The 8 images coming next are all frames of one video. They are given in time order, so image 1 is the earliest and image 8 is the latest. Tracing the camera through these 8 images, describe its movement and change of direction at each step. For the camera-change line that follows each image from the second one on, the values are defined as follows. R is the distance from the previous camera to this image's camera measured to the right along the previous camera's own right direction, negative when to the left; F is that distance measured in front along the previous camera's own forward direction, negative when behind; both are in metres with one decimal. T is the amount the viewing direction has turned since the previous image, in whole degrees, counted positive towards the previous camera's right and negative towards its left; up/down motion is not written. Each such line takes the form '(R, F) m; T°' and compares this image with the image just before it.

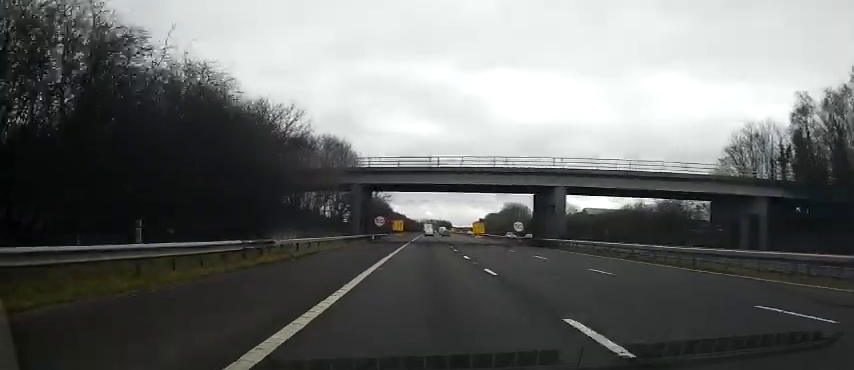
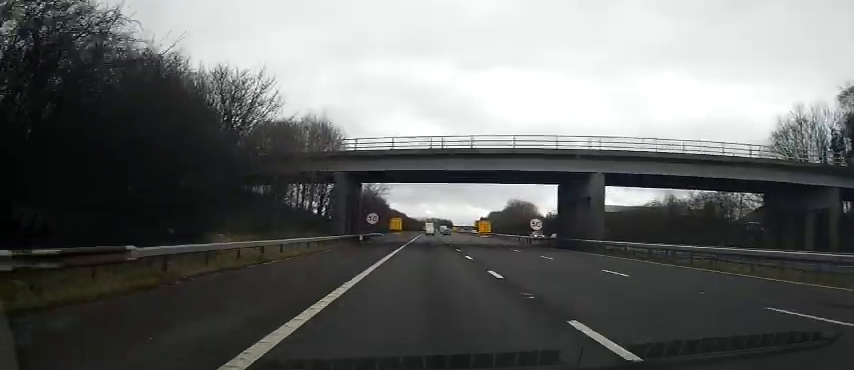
(+0.2, +9.8) m; 0°
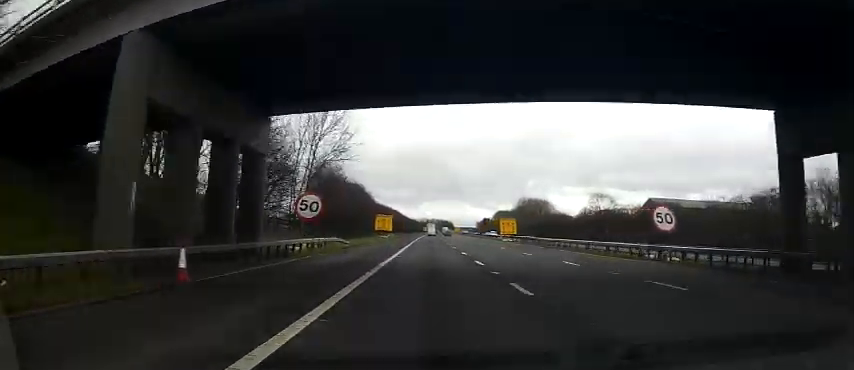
(-0.3, +29.8) m; 0°
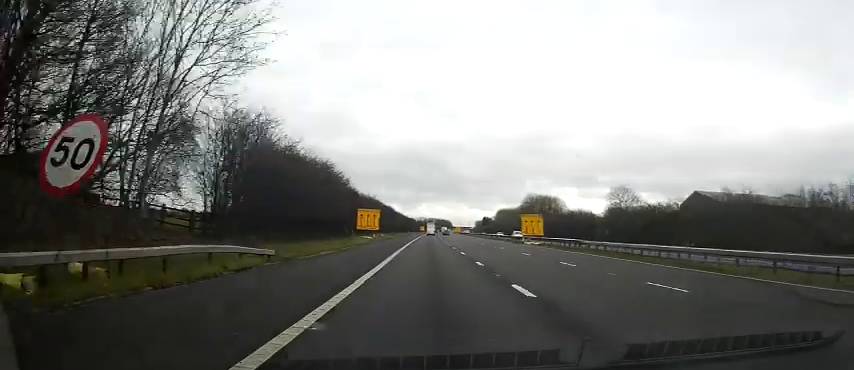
(+0.2, +18.3) m; 0°
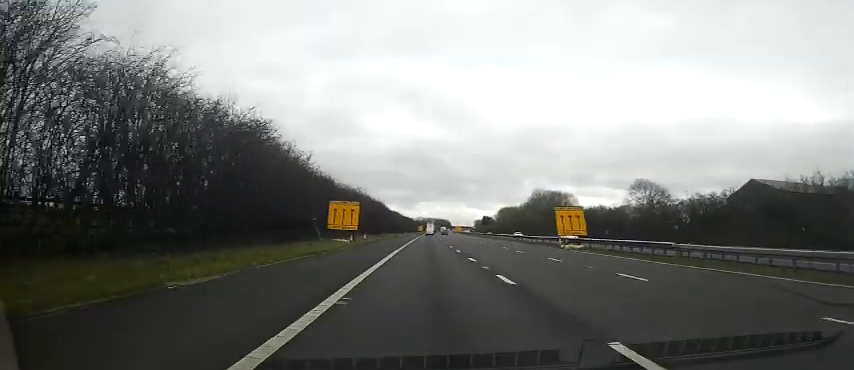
(-0.2, +15.5) m; 0°
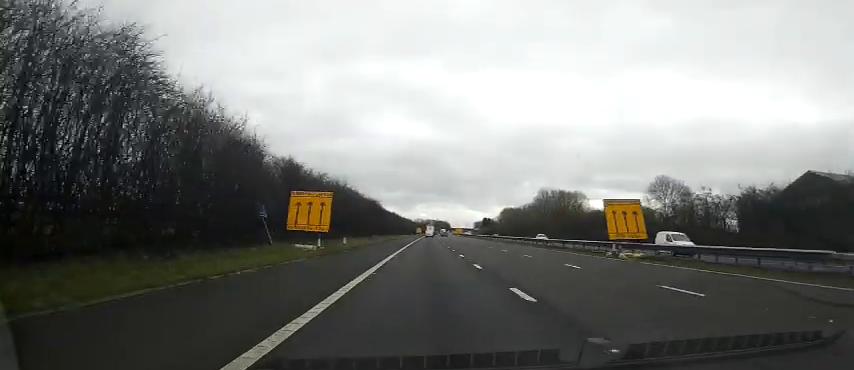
(+0.2, +11.8) m; +1°
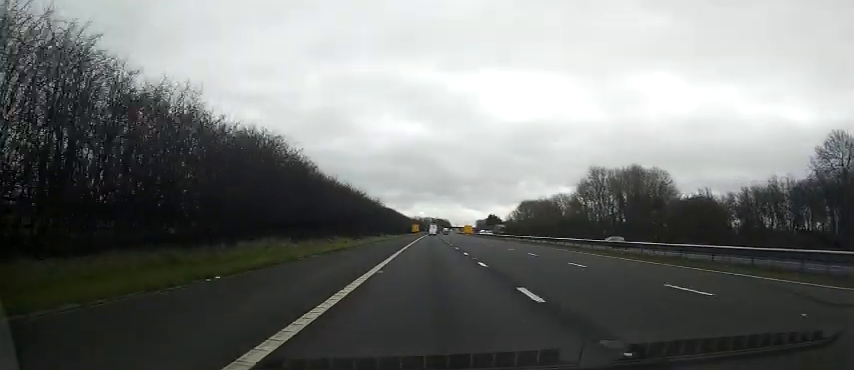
(+0.2, +52.9) m; -1°
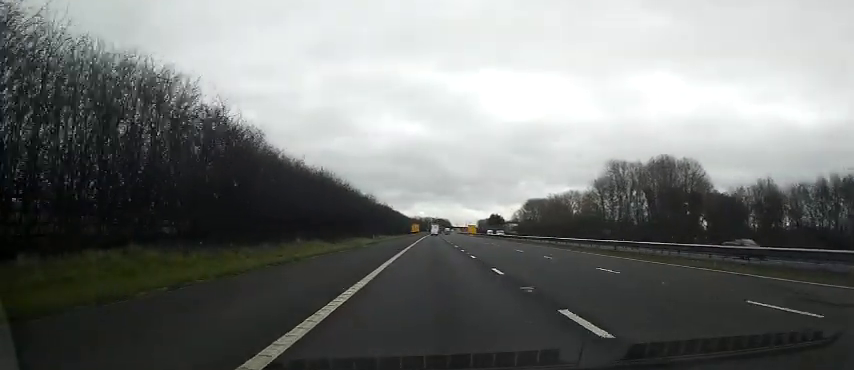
(-0.3, +12.8) m; 0°
